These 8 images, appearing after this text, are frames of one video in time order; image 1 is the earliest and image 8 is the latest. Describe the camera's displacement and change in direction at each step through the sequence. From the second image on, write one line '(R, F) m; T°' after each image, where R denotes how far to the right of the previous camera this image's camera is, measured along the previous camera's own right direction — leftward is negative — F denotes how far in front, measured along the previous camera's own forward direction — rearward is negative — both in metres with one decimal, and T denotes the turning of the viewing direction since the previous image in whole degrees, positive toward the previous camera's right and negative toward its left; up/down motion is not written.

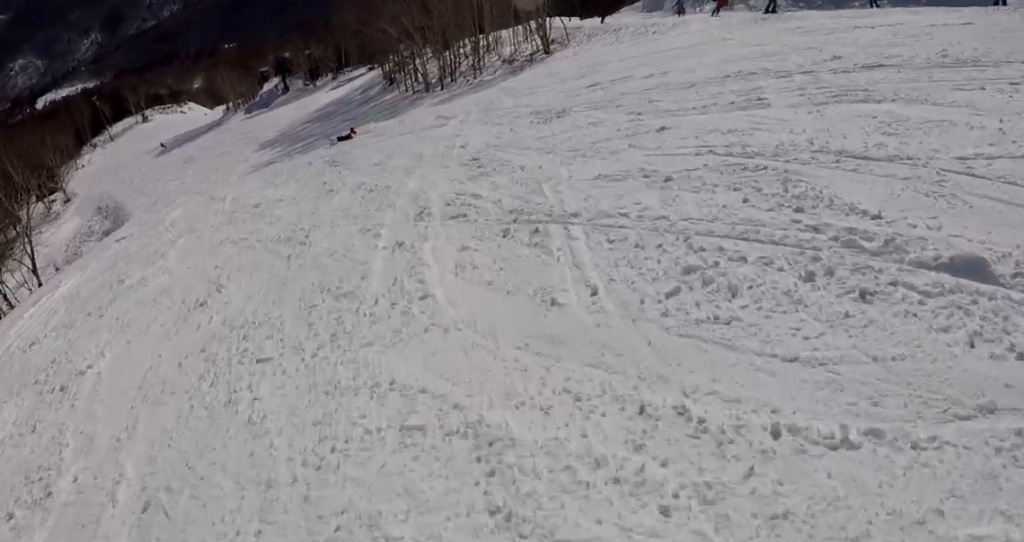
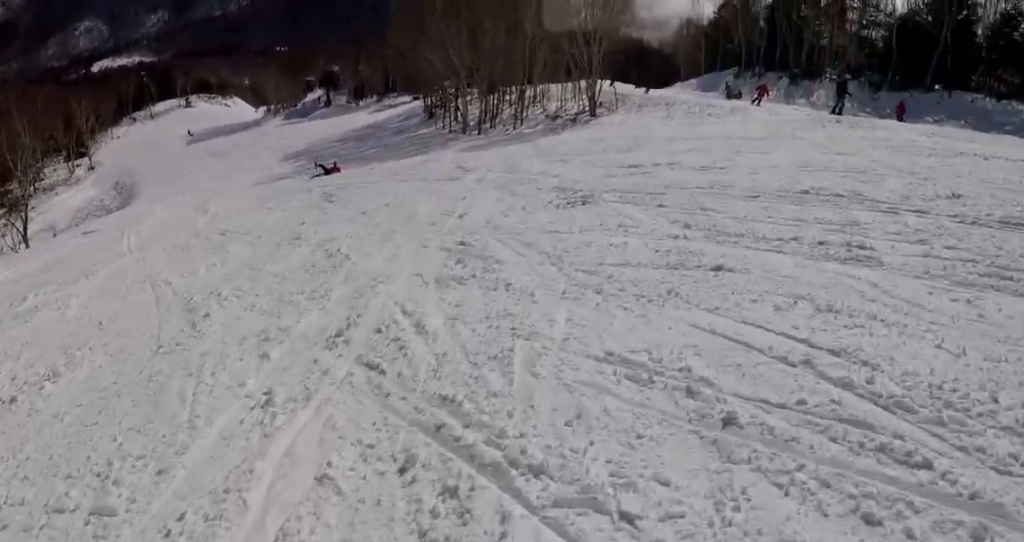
(+0.6, +3.0) m; +8°
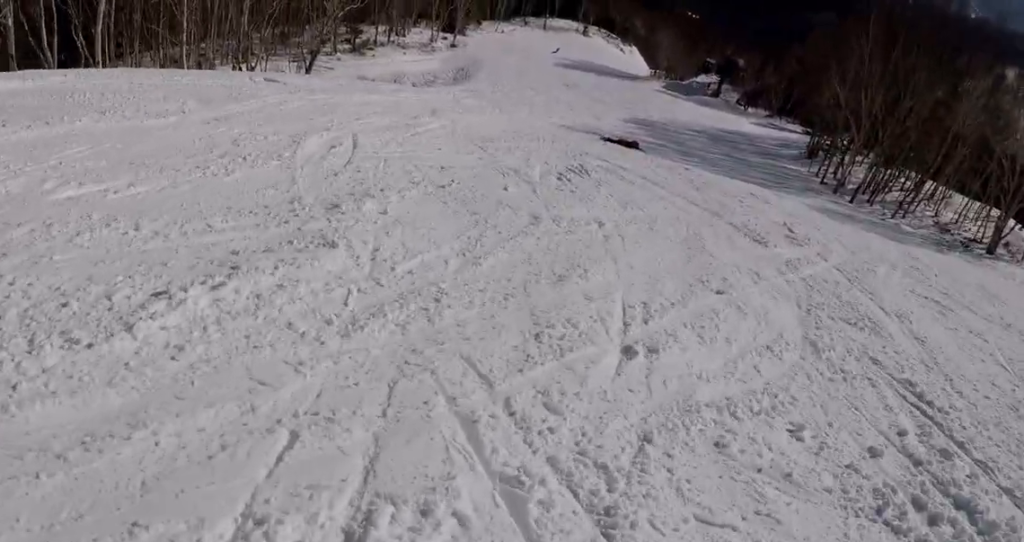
(+0.1, +8.1) m; -6°
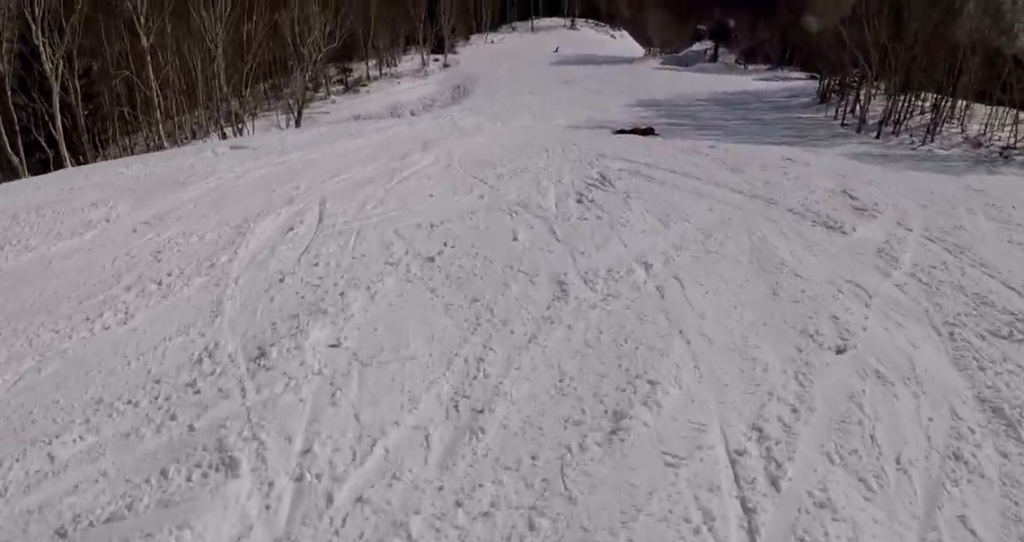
(-0.1, +2.5) m; -1°
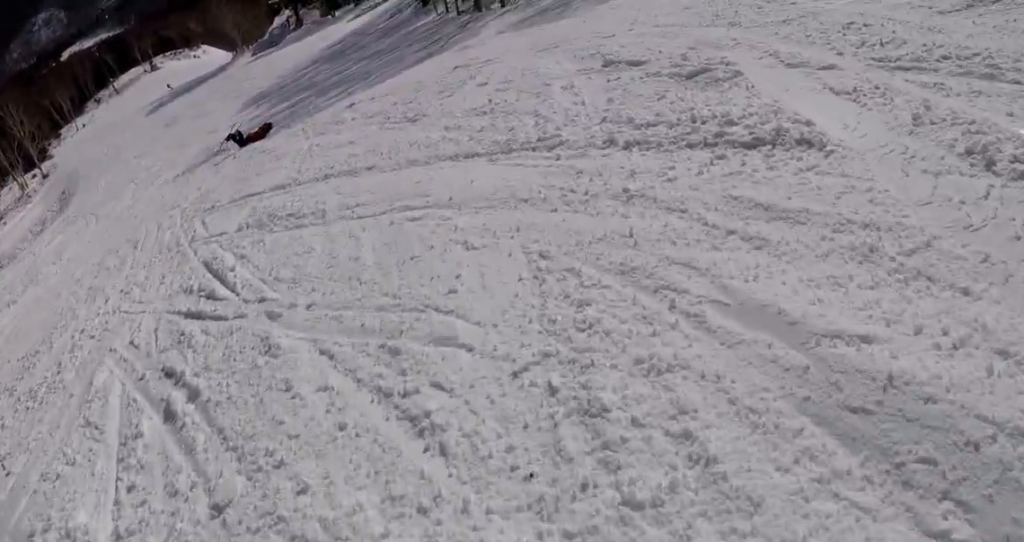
(-0.1, +6.3) m; -1°
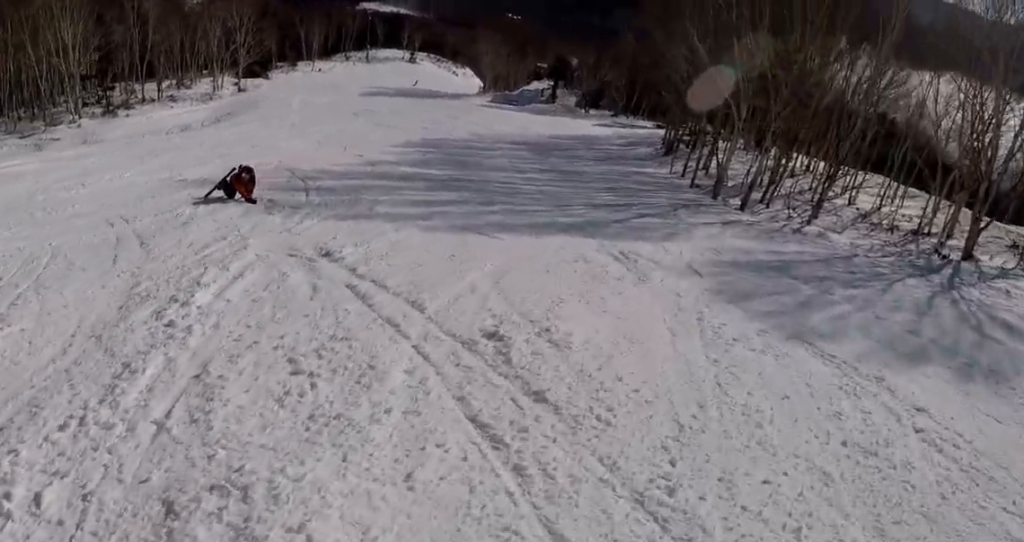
(-0.2, +9.9) m; -16°
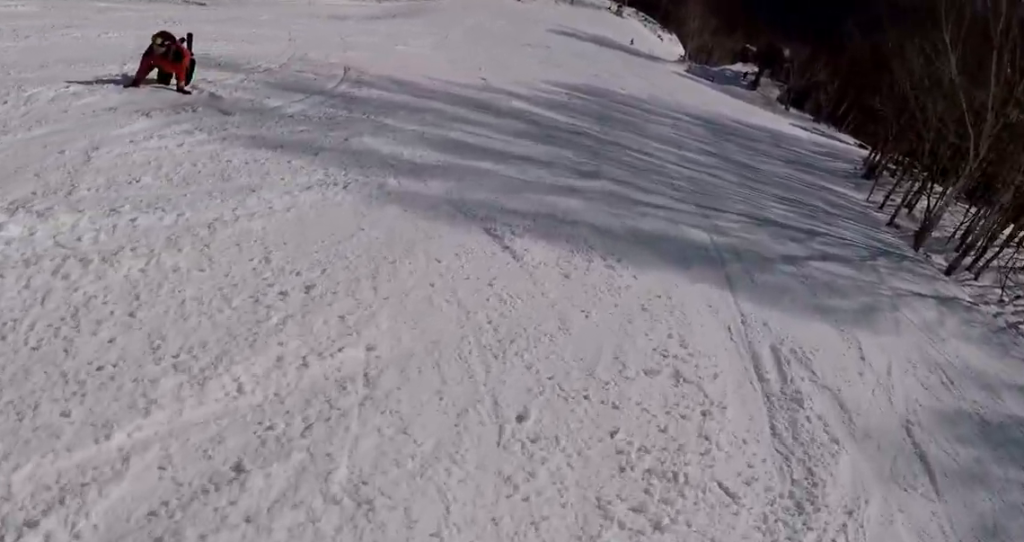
(-1.3, +5.7) m; -11°
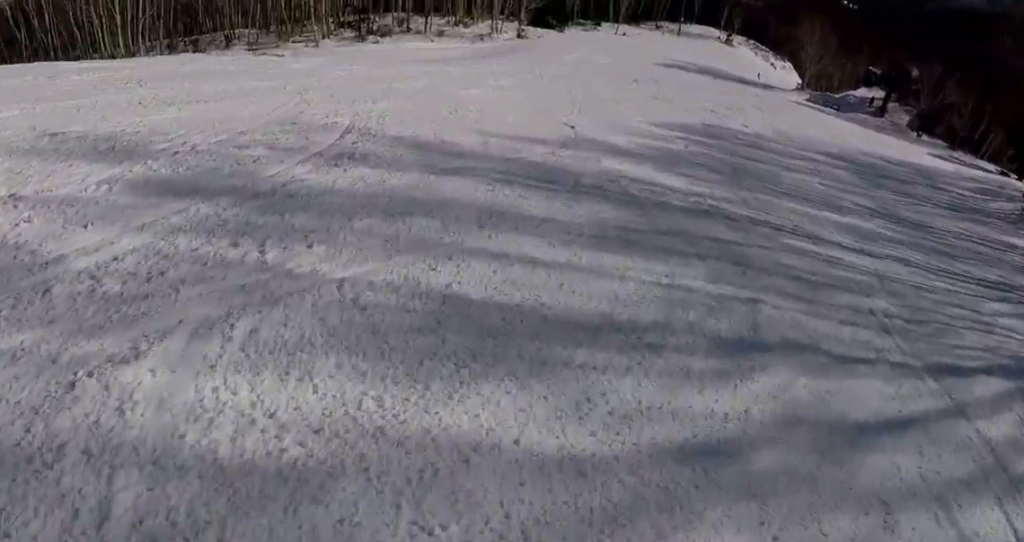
(-0.3, +5.1) m; +1°
